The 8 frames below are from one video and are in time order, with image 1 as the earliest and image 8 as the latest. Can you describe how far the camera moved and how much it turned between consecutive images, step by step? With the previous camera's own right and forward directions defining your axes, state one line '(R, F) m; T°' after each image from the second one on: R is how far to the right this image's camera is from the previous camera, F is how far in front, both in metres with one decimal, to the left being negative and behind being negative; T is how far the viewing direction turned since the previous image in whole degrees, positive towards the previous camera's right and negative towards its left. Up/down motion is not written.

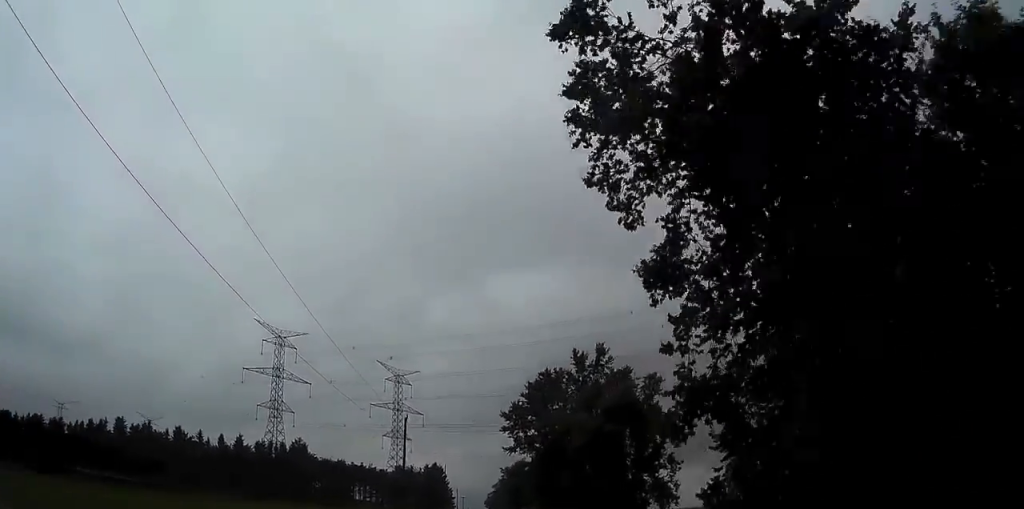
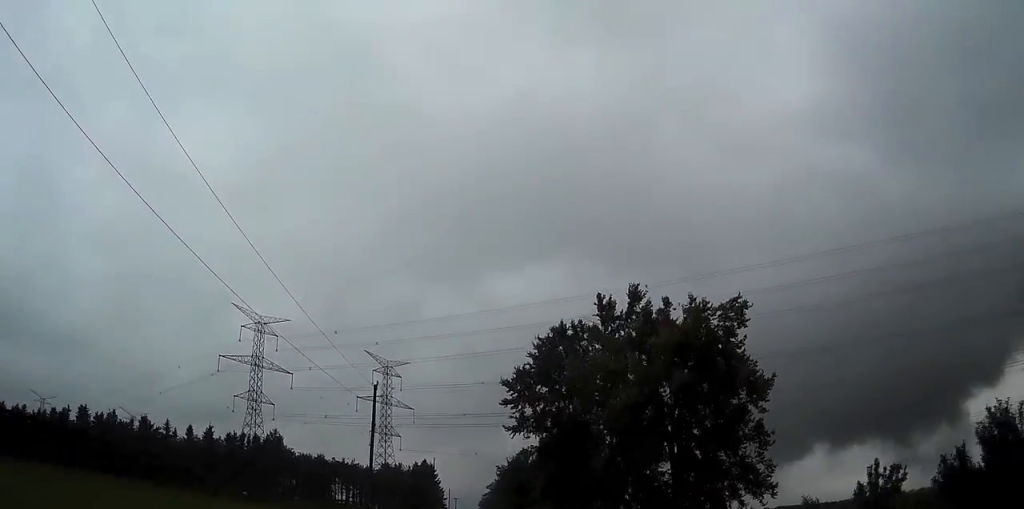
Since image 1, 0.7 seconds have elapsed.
(0.0, +17.4) m; 0°
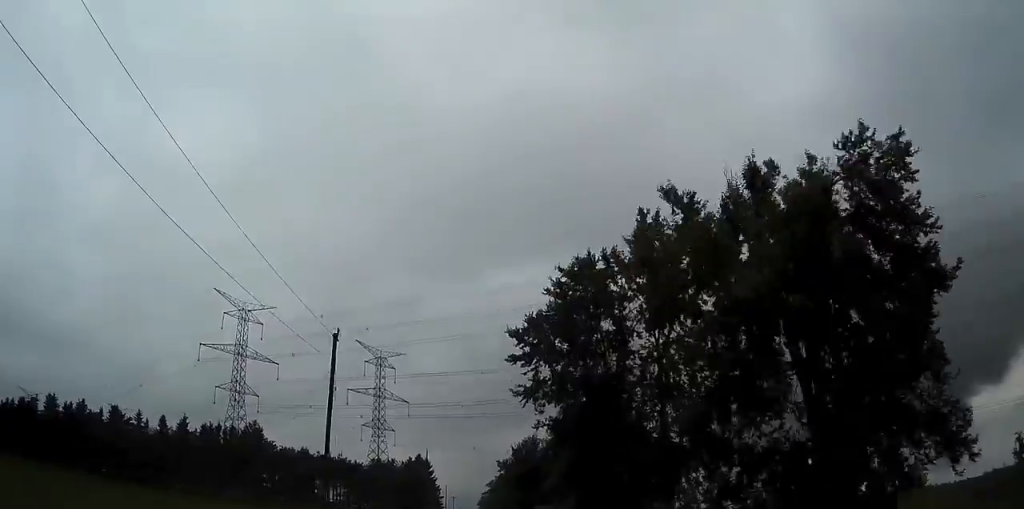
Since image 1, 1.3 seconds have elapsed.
(0.0, +14.7) m; 0°
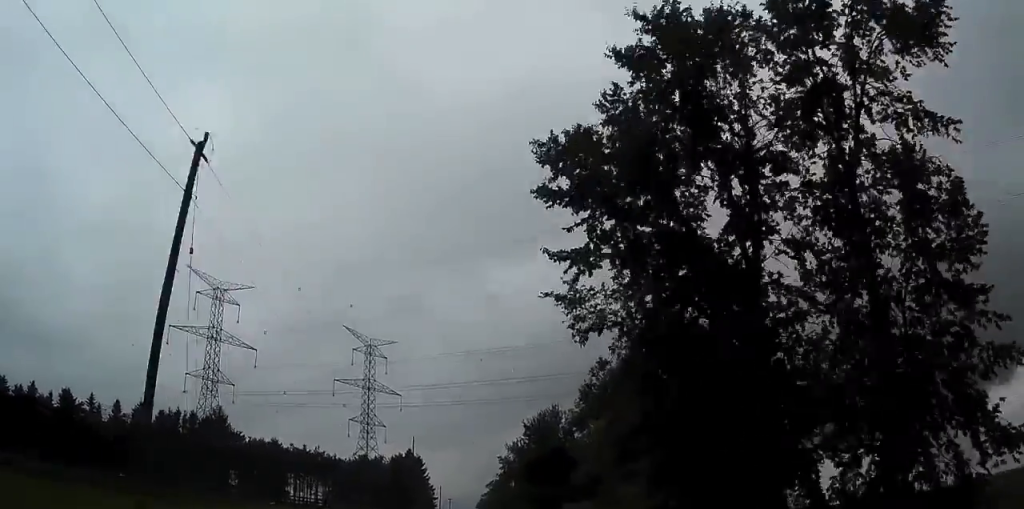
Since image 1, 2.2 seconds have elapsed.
(+0.1, +20.8) m; 0°
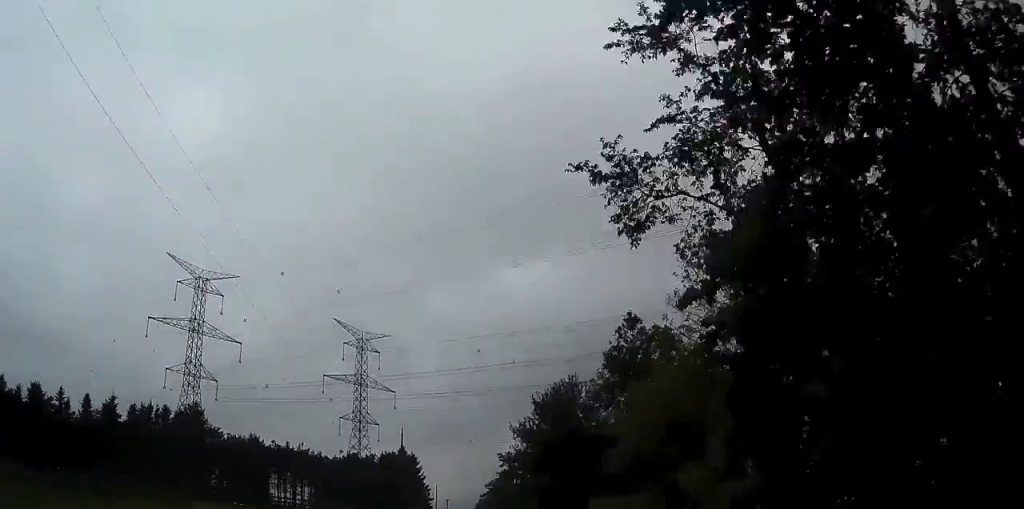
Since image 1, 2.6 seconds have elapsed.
(+0.1, +10.8) m; 0°
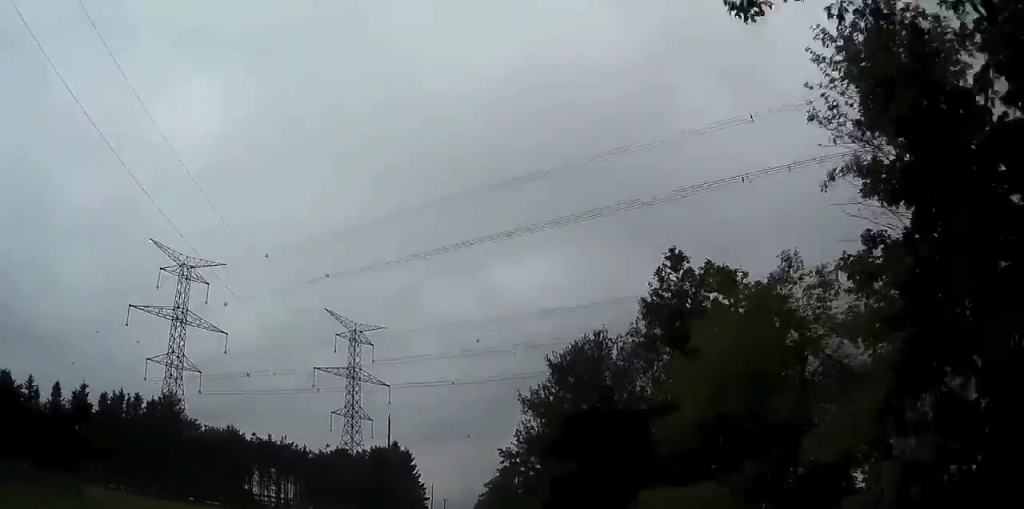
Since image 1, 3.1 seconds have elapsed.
(0.0, +9.9) m; 0°
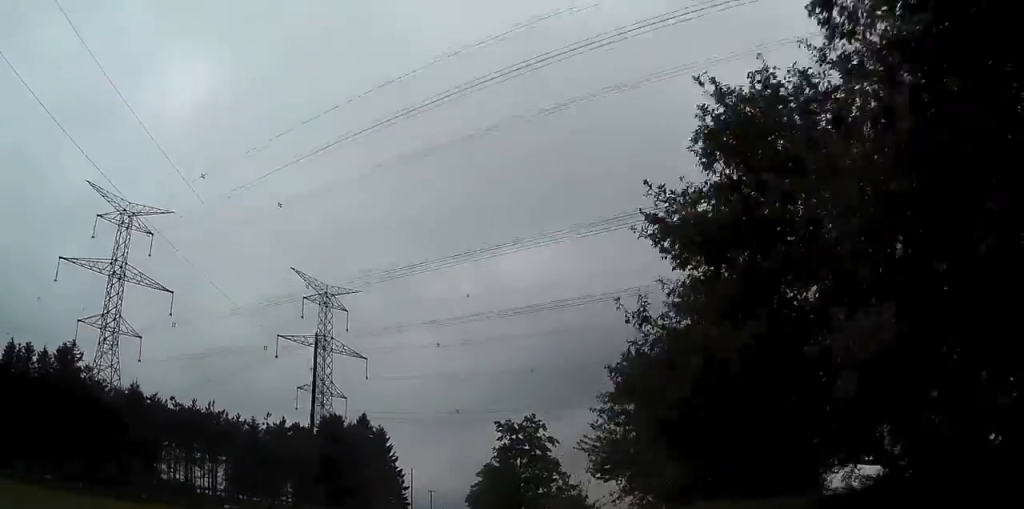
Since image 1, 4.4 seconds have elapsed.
(-0.1, +26.8) m; 0°
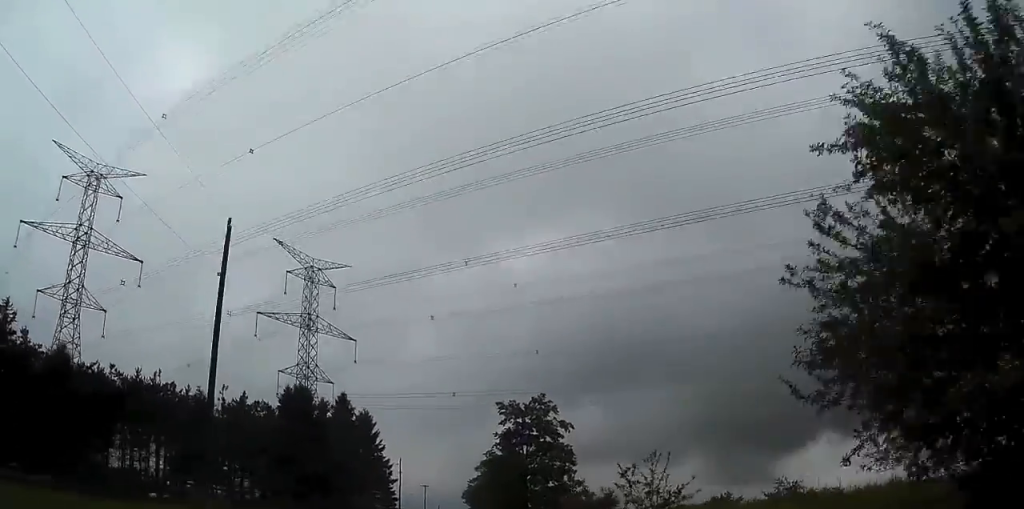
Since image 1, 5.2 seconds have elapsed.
(+0.1, +14.3) m; +1°
